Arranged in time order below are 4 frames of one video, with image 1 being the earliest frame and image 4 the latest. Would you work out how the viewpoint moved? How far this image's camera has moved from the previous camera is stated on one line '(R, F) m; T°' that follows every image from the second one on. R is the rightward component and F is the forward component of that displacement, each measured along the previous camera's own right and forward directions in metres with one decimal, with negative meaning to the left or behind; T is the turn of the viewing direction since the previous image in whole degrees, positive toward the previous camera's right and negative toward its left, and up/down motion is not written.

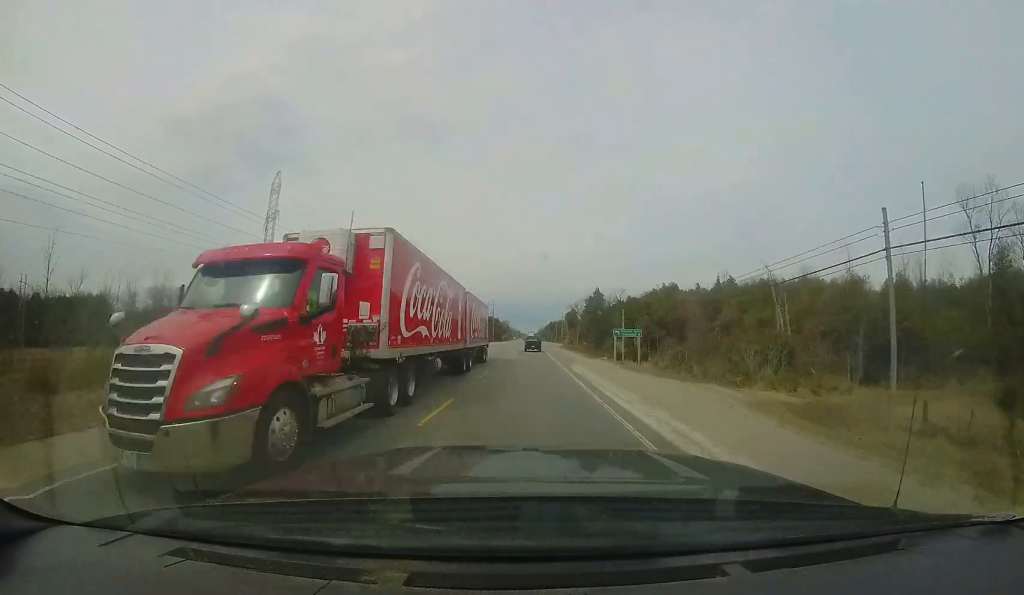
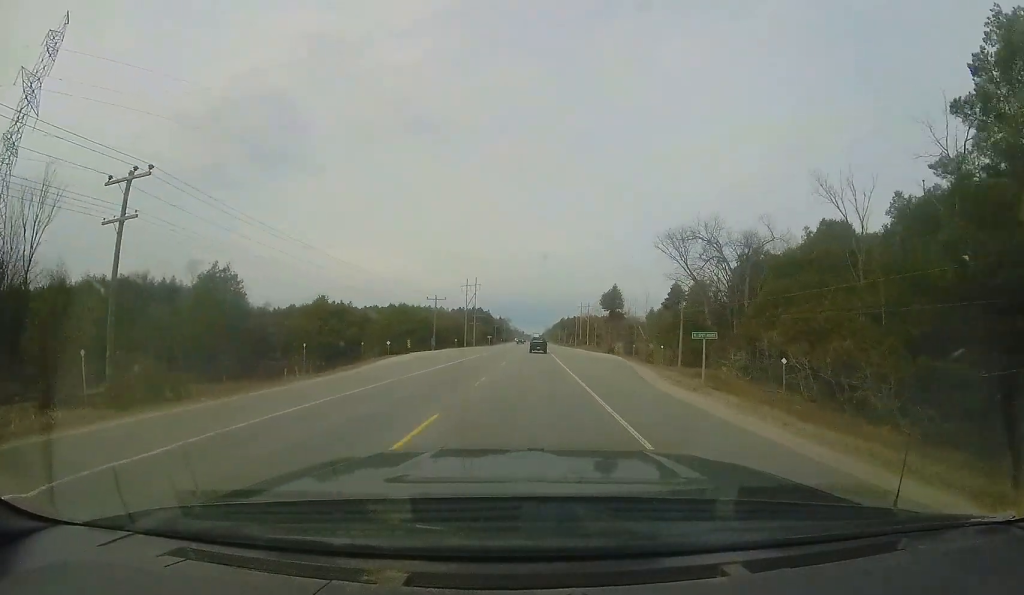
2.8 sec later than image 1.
(-0.6, +66.1) m; -2°
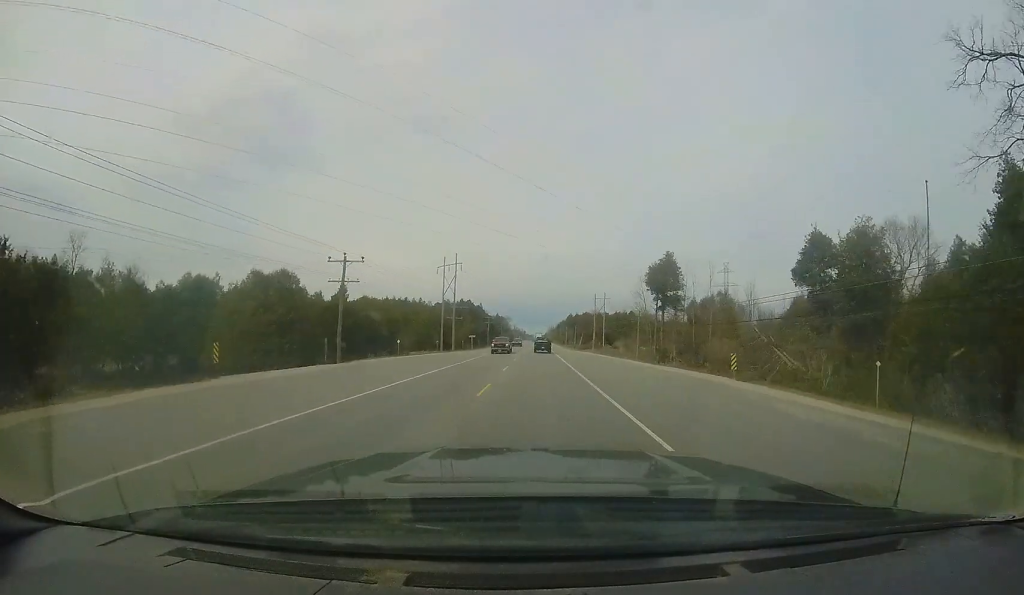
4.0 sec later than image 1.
(-0.1, +29.0) m; 0°
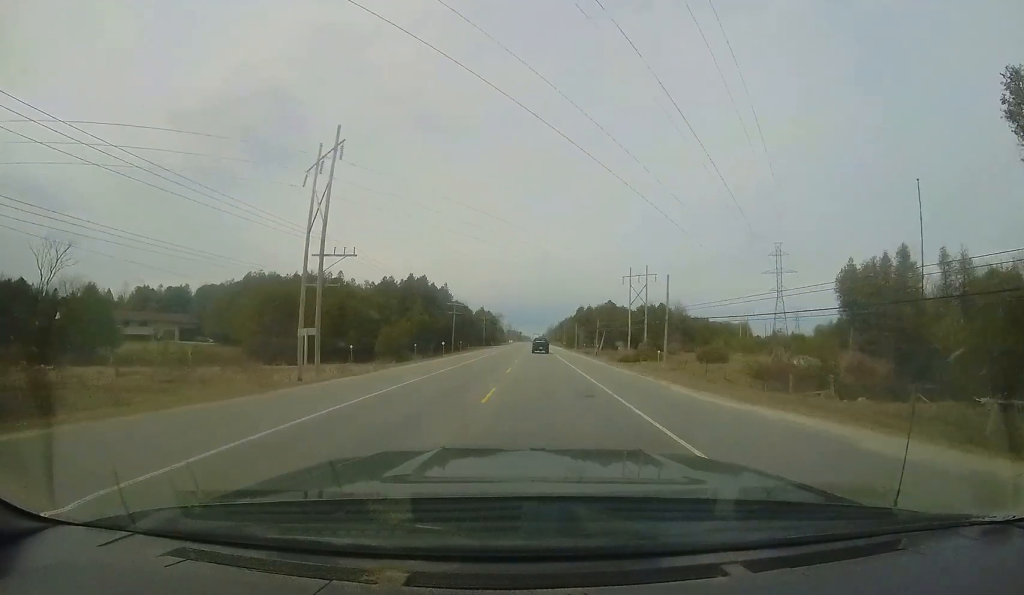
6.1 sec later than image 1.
(+0.4, +46.6) m; +1°
